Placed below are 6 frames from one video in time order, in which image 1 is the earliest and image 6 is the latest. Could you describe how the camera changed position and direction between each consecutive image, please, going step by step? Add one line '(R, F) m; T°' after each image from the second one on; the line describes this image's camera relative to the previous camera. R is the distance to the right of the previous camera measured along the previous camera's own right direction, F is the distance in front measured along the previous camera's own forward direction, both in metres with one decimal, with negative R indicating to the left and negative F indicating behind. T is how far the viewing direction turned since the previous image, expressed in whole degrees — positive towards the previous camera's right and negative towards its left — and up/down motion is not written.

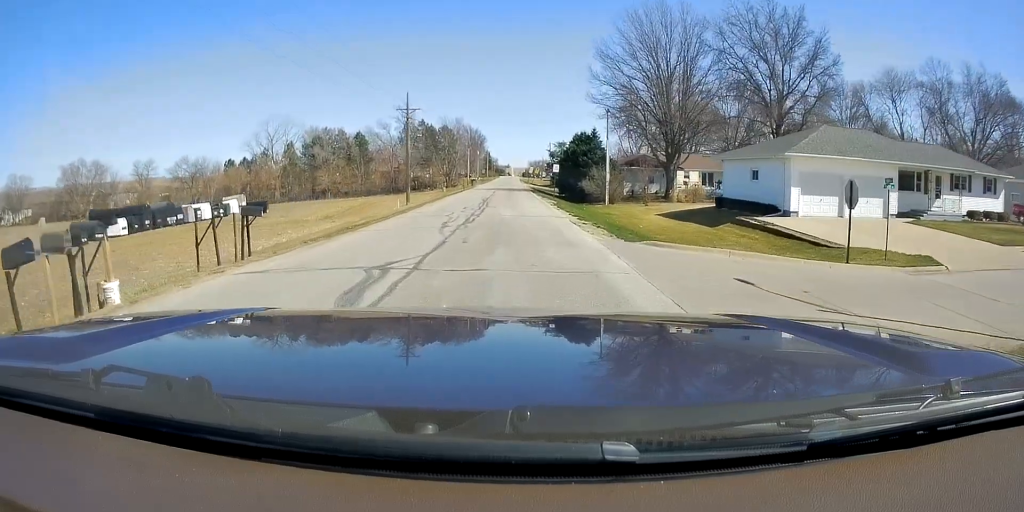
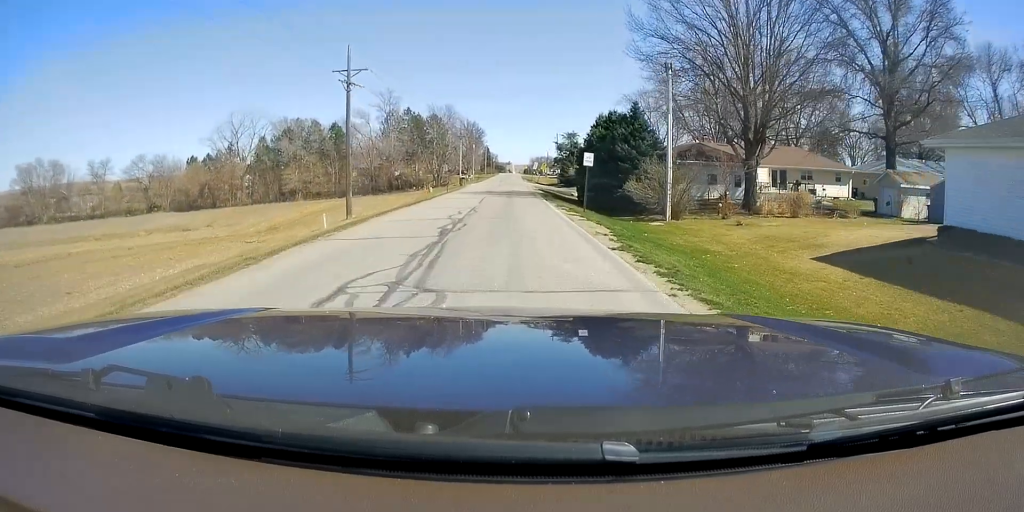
(-0.8, +21.0) m; -2°
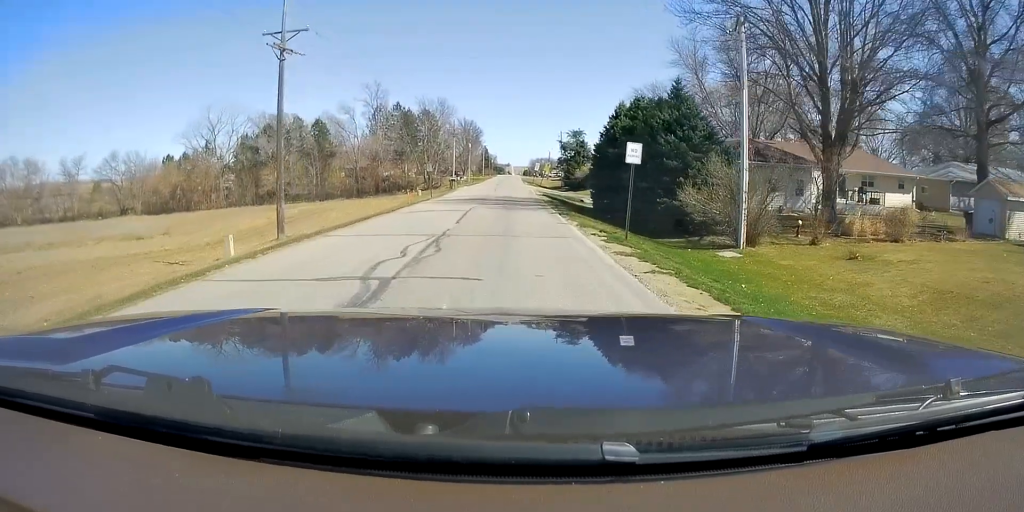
(0.0, +11.1) m; 0°
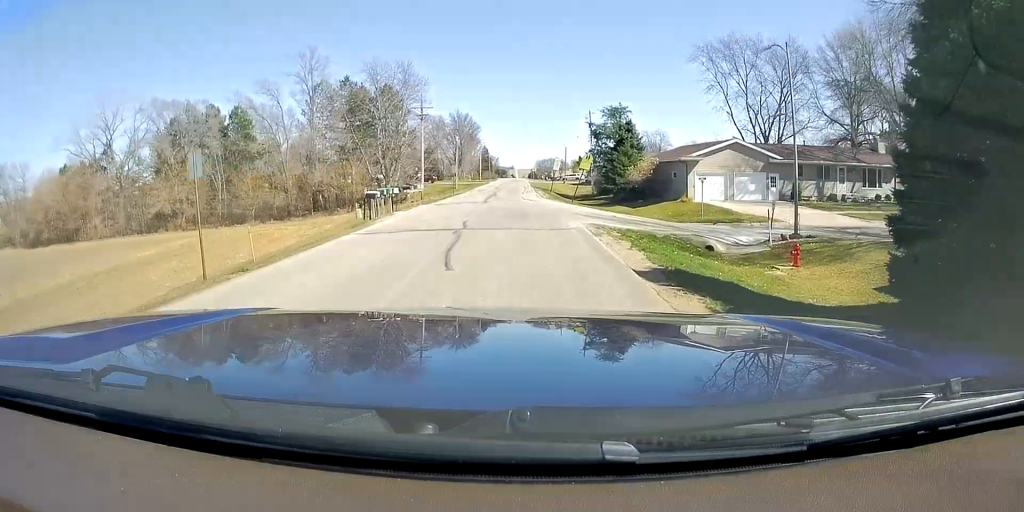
(-0.6, +38.8) m; -2°
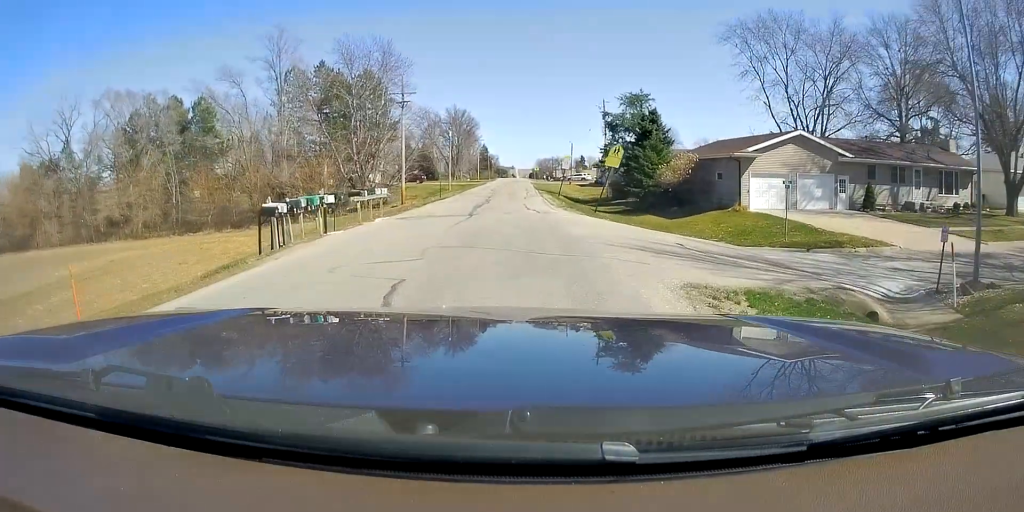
(0.0, +11.1) m; +1°
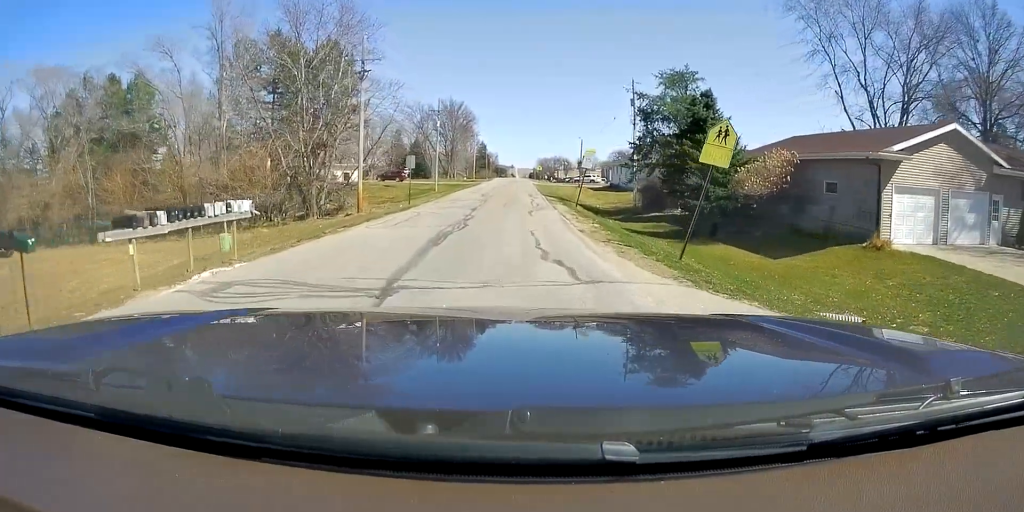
(+0.3, +14.7) m; 0°
